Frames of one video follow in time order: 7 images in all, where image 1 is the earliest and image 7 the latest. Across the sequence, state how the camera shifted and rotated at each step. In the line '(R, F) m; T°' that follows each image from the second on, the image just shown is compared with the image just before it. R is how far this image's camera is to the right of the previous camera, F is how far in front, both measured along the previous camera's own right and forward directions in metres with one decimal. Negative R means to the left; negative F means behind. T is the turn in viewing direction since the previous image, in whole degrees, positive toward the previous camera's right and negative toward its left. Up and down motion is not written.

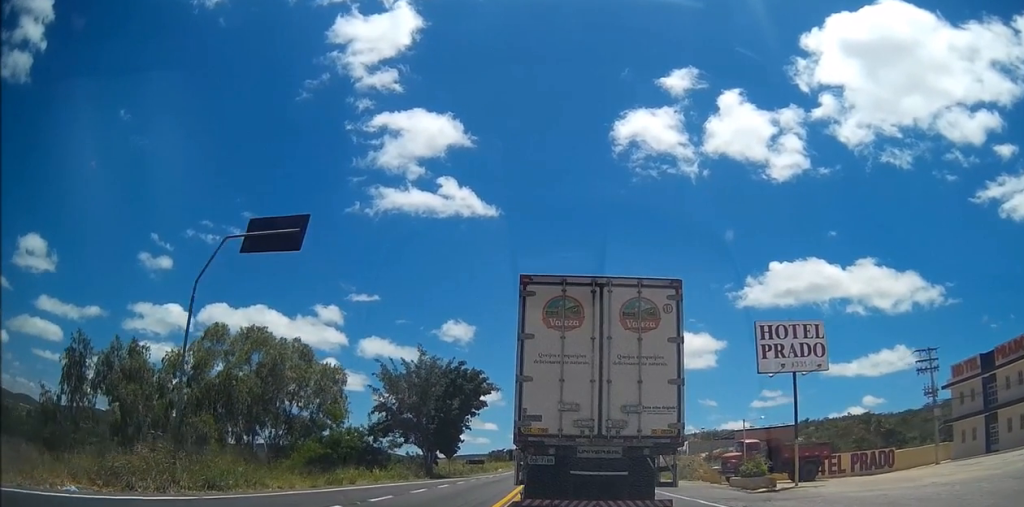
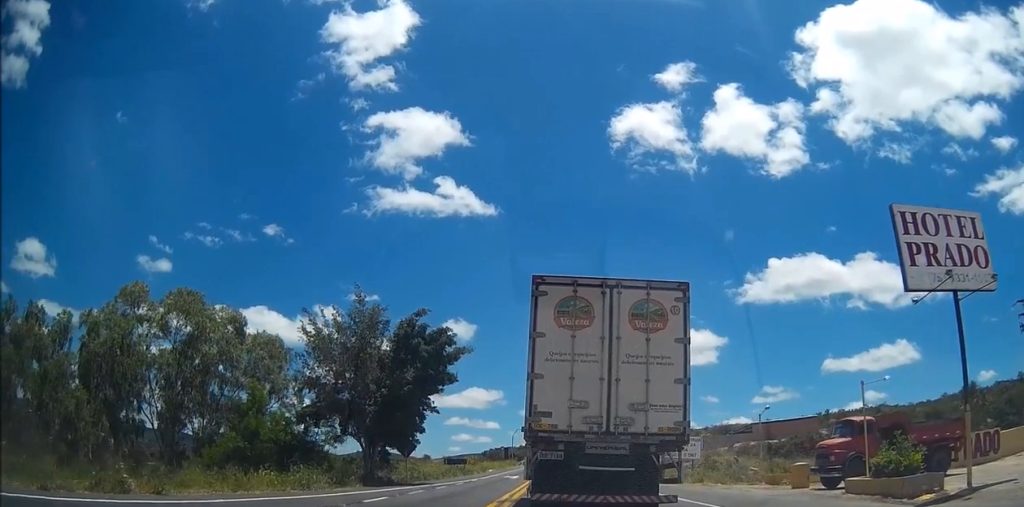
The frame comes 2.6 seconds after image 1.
(0.0, +13.8) m; +1°
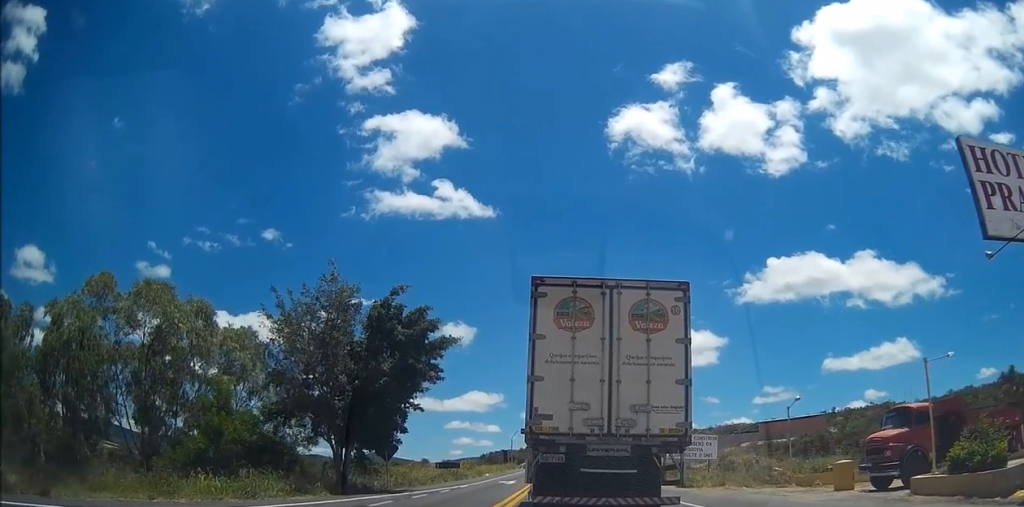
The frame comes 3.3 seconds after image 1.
(0.0, +4.1) m; 0°
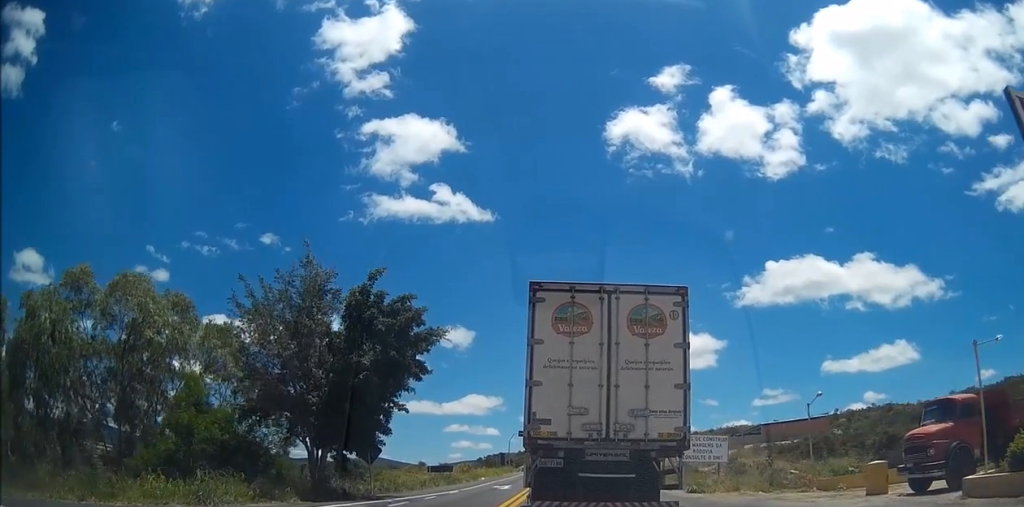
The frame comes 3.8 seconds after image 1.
(0.0, +2.6) m; -1°
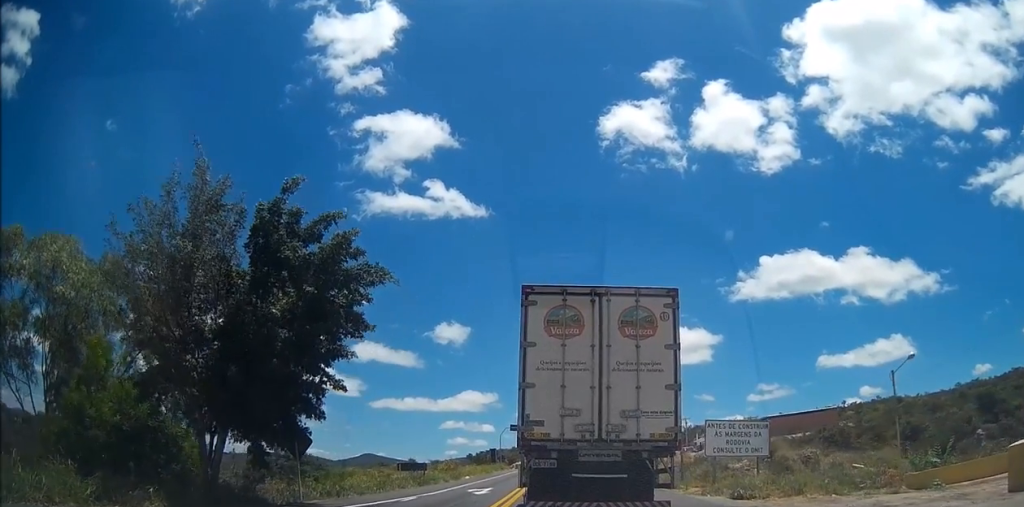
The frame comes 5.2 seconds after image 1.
(-0.2, +7.5) m; -1°
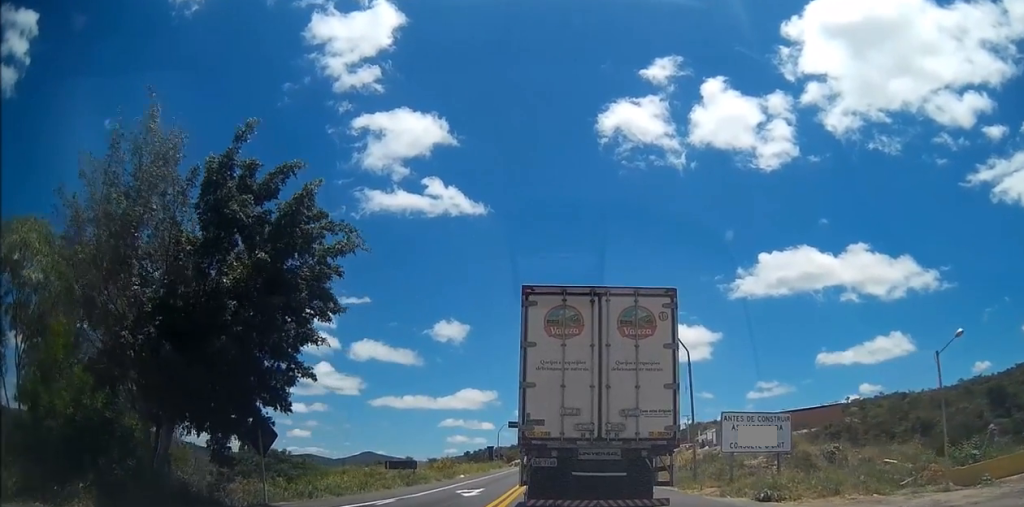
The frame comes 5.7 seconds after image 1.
(0.0, +2.6) m; 0°
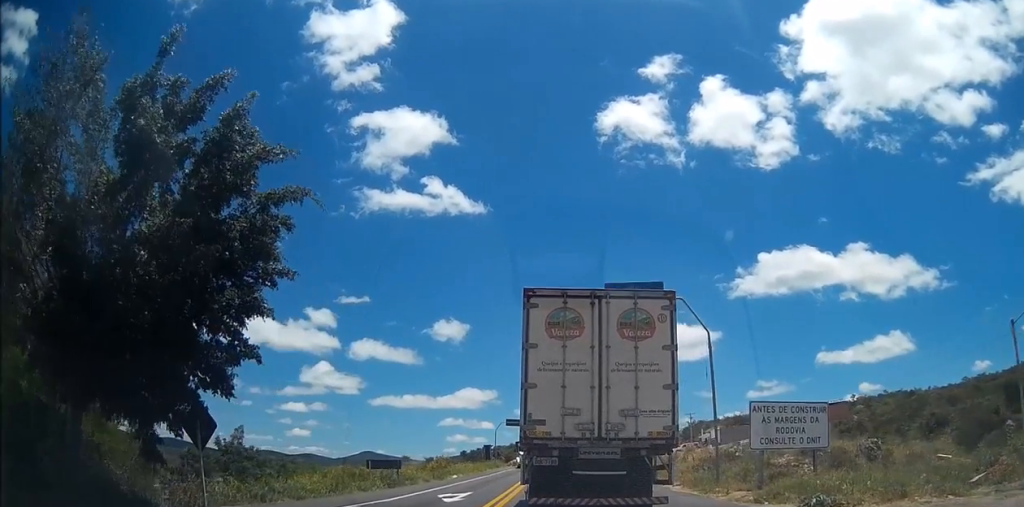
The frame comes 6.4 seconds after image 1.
(0.0, +3.5) m; 0°
